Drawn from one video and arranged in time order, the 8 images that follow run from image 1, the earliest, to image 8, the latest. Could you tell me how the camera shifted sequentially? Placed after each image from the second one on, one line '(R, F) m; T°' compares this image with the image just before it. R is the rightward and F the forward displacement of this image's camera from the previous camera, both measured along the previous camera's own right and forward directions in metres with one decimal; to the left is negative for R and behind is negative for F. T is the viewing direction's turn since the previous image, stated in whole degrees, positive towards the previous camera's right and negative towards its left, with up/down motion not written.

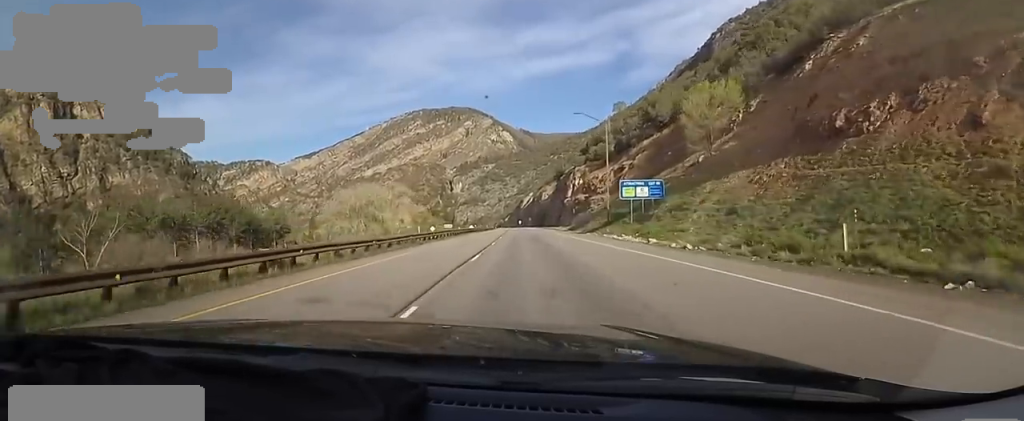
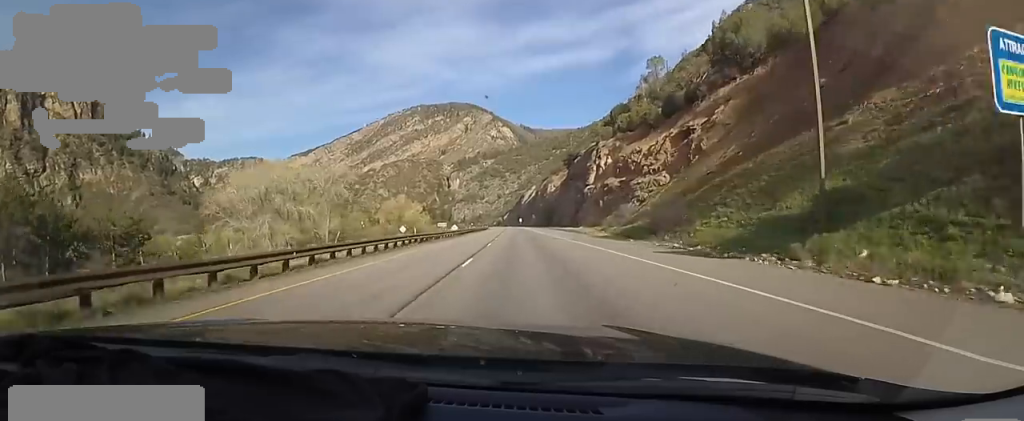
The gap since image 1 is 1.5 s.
(+0.1, +38.6) m; 0°
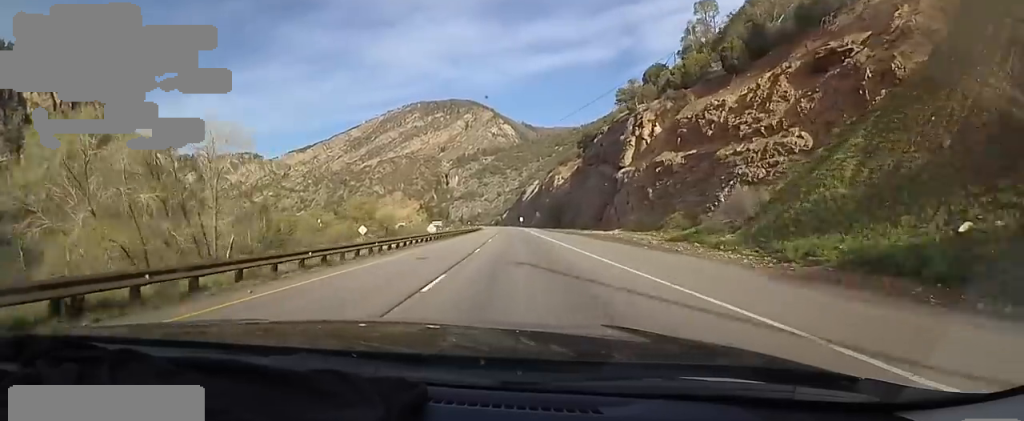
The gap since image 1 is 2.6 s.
(-0.1, +29.1) m; -1°
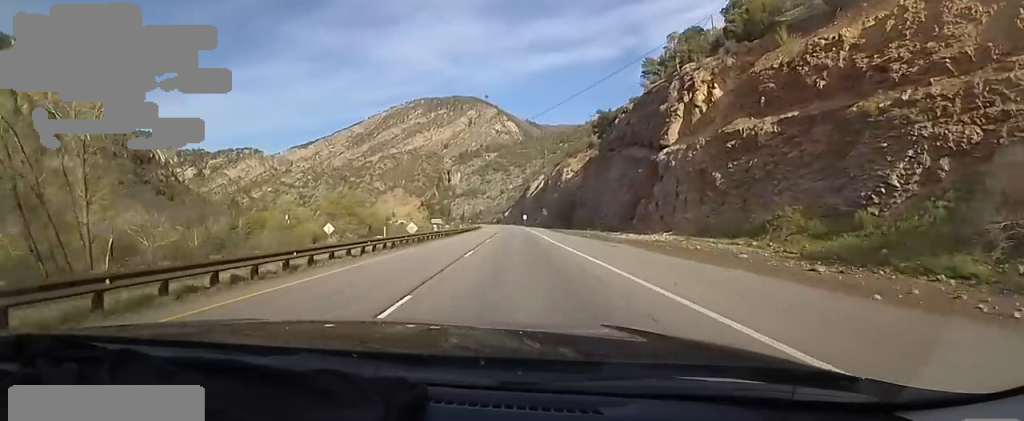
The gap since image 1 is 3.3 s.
(+0.5, +16.2) m; -2°
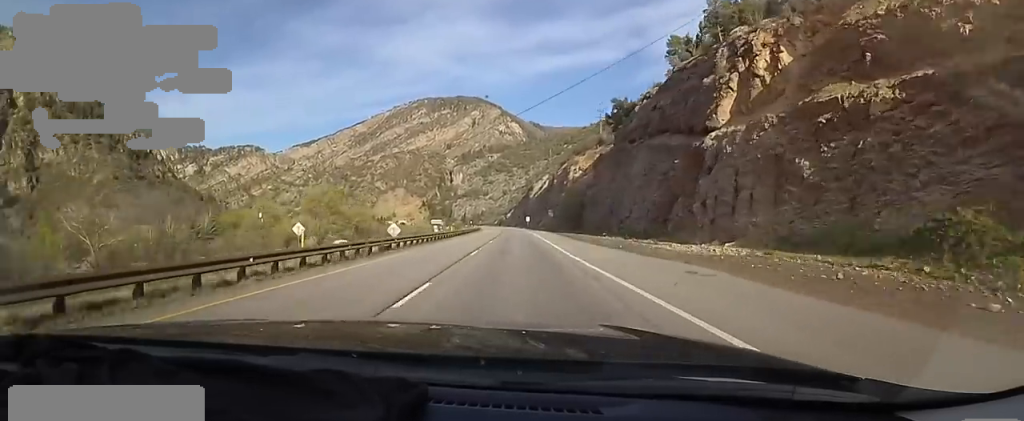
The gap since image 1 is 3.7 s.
(-0.7, +10.2) m; 0°
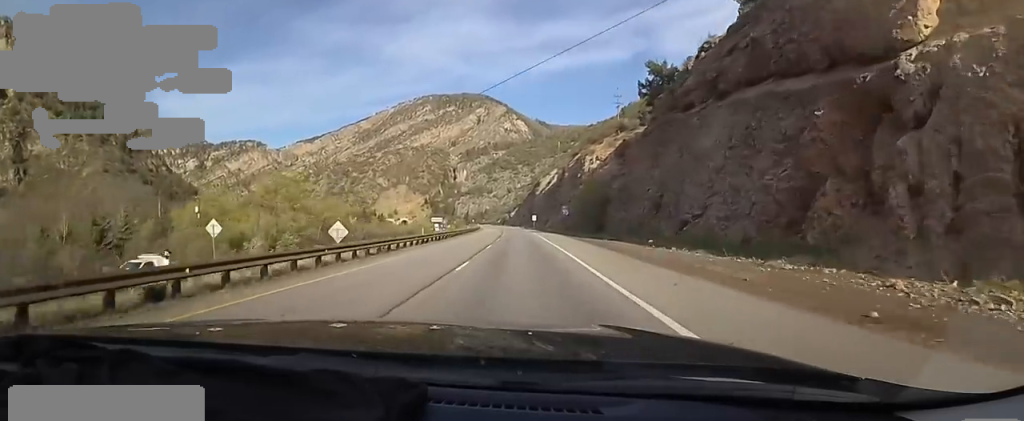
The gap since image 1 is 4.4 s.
(-0.9, +17.8) m; 0°
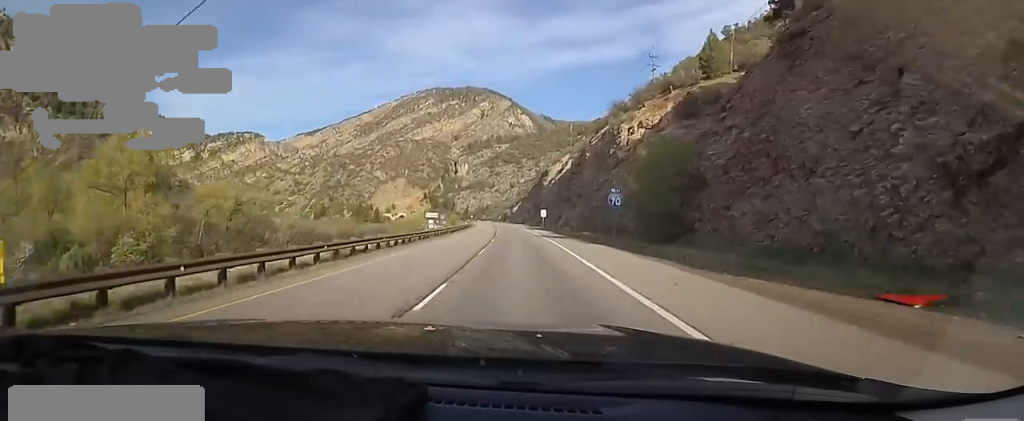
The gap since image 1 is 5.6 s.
(+1.0, +30.5) m; 0°
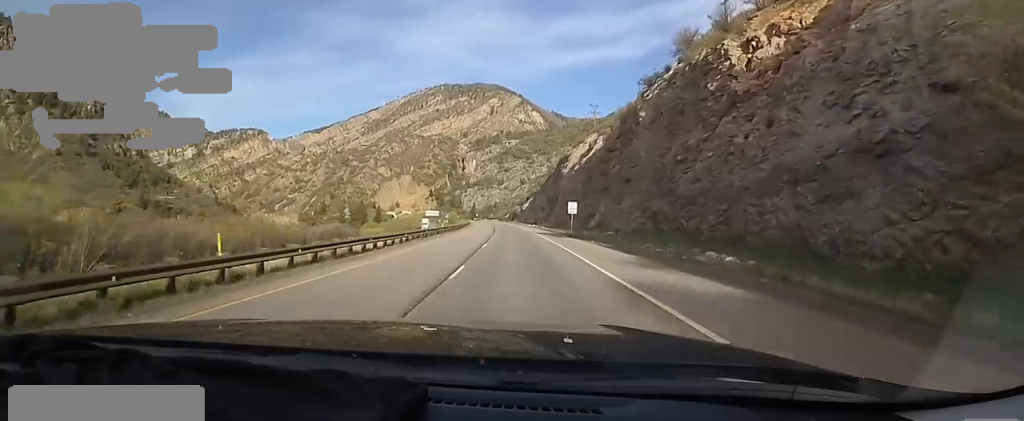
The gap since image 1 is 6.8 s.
(-0.3, +32.3) m; 0°
